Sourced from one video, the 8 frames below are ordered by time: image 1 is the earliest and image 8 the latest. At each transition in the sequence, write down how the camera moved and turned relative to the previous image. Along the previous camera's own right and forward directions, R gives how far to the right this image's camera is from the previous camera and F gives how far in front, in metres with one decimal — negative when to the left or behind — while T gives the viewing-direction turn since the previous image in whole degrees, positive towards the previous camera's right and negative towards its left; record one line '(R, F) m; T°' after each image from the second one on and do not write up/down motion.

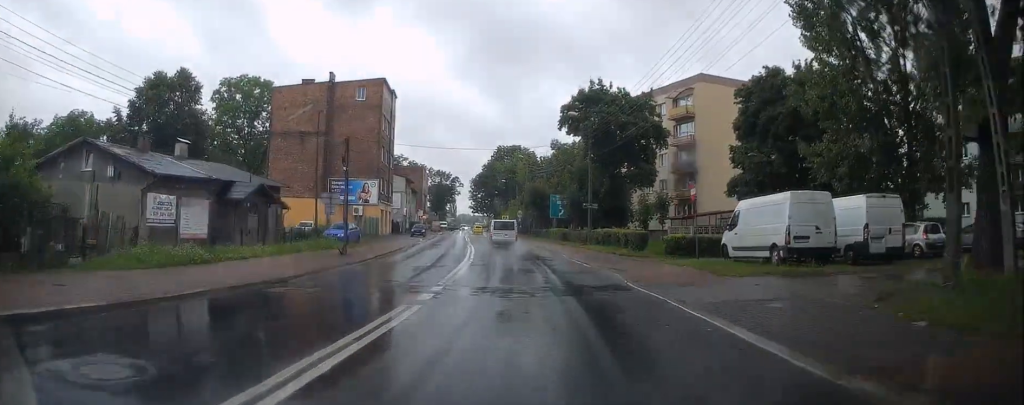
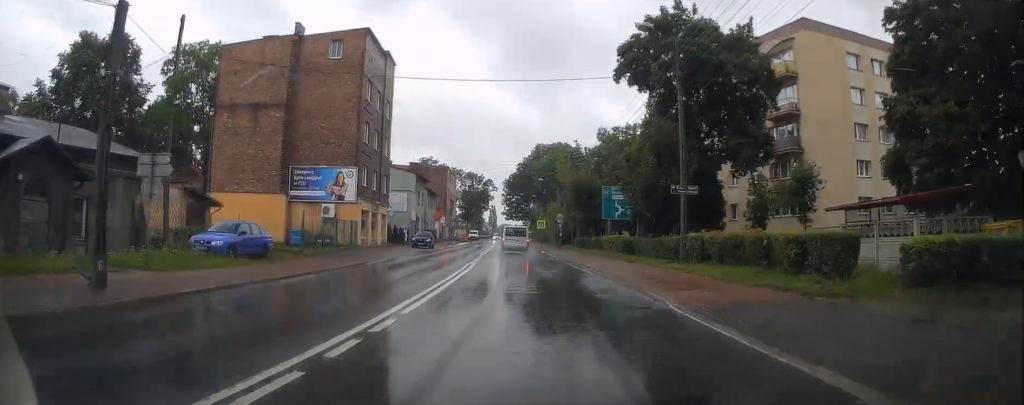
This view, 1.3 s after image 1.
(-0.6, +19.7) m; -5°
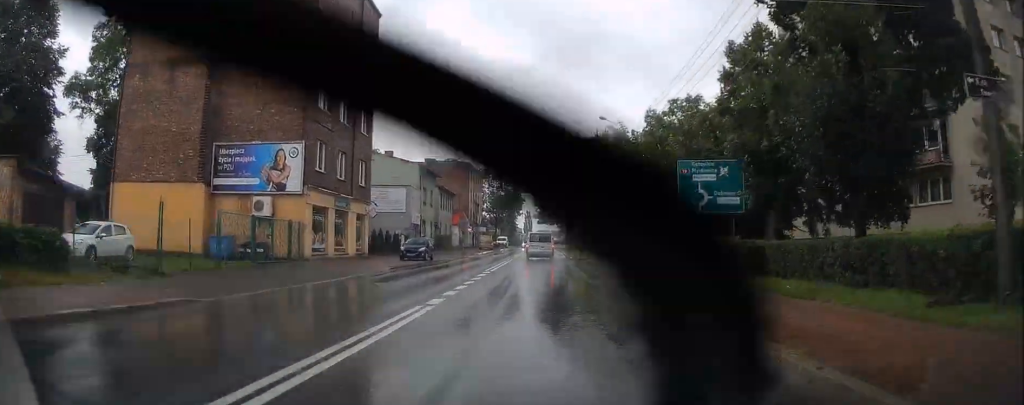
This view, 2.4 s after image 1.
(-0.7, +15.9) m; -3°
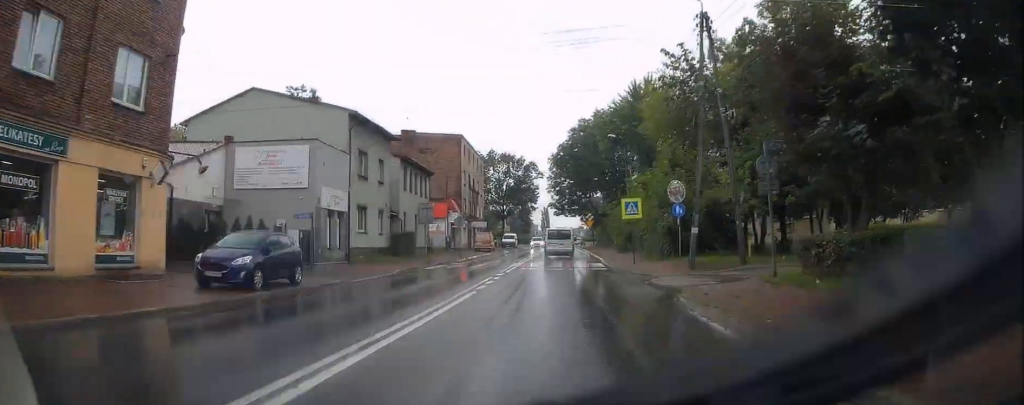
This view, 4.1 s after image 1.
(-0.3, +24.8) m; 0°
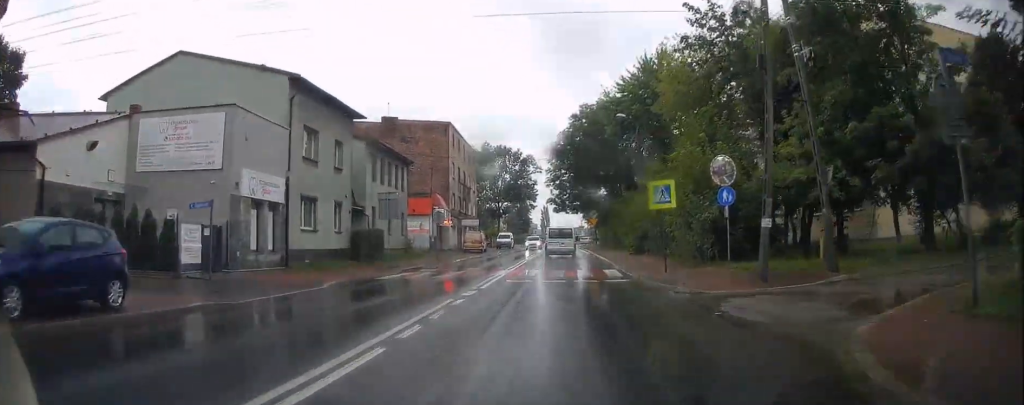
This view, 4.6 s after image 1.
(0.0, +7.8) m; 0°
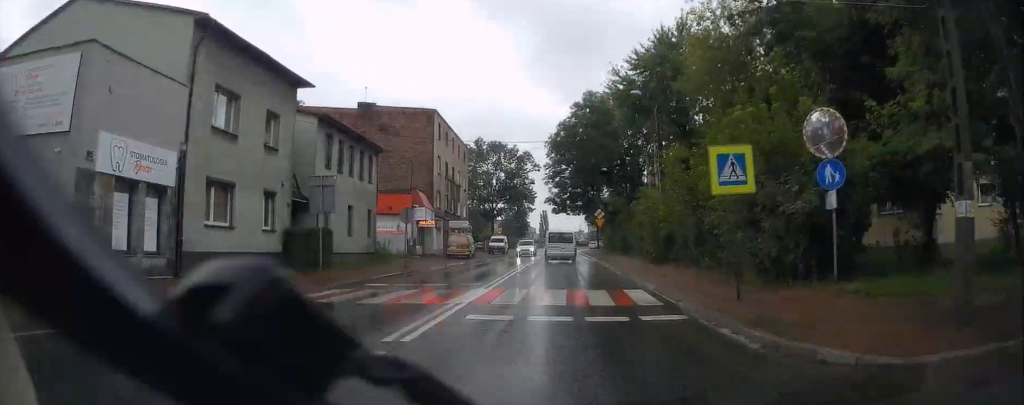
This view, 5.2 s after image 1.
(0.0, +8.1) m; 0°
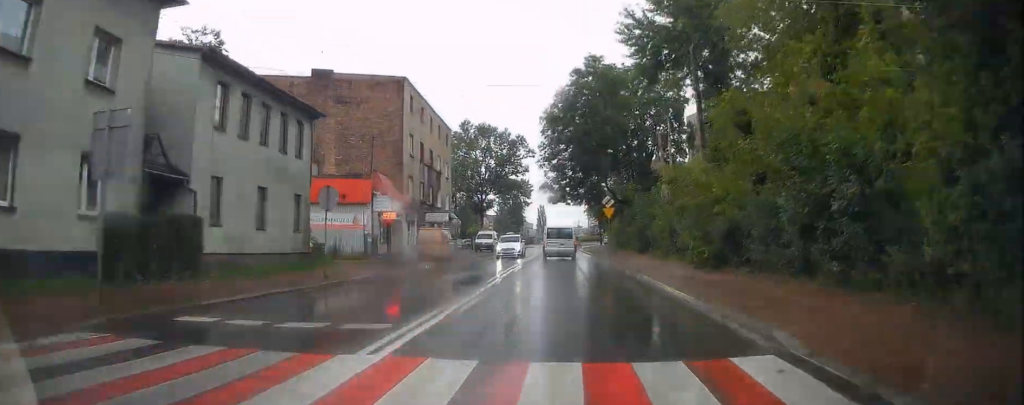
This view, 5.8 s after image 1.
(0.0, +9.4) m; 0°
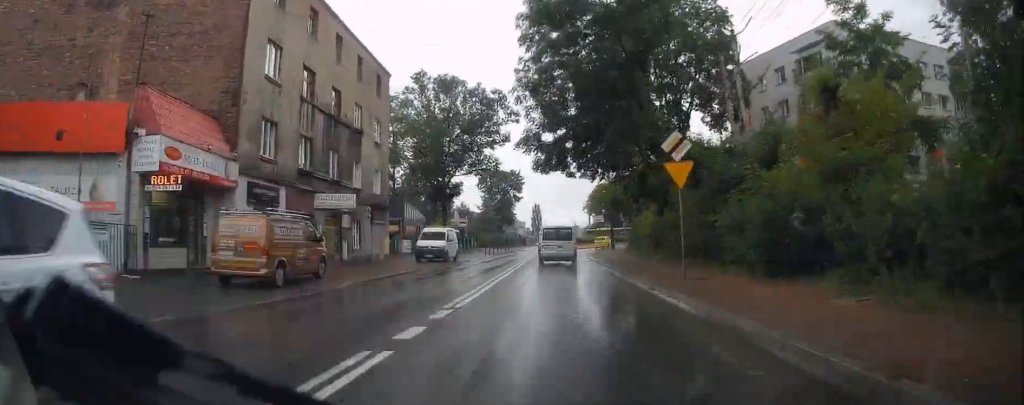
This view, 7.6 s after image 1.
(+0.2, +22.8) m; +1°
